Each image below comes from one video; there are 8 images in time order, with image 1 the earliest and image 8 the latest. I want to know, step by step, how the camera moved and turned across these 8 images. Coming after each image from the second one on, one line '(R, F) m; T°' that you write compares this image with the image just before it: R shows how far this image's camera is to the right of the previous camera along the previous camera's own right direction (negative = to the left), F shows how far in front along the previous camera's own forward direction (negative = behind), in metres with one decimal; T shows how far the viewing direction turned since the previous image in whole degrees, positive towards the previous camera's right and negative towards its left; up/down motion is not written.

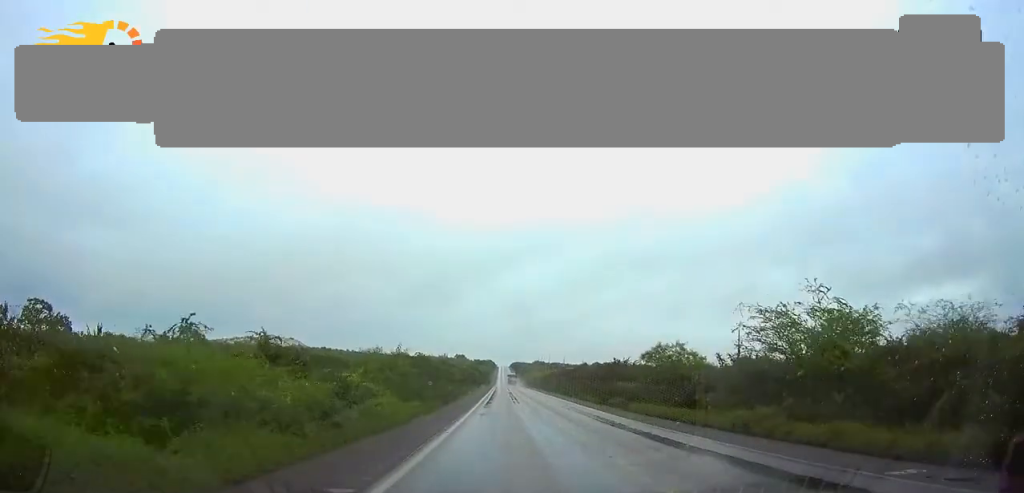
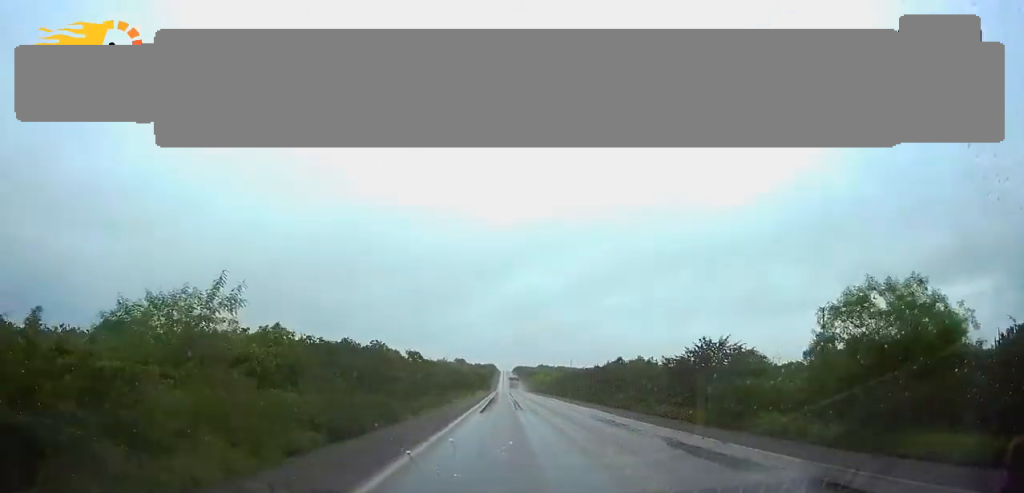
(0.0, +29.5) m; 0°
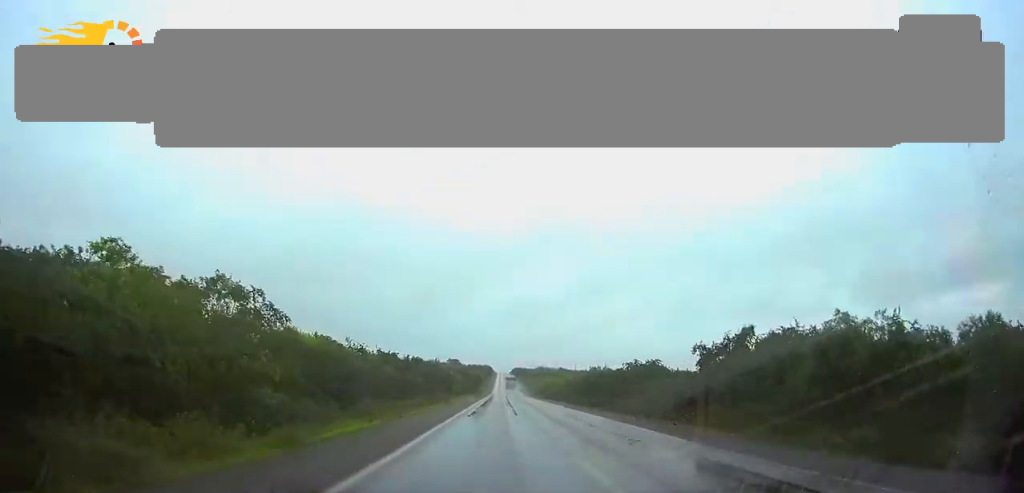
(-0.1, +39.7) m; 0°
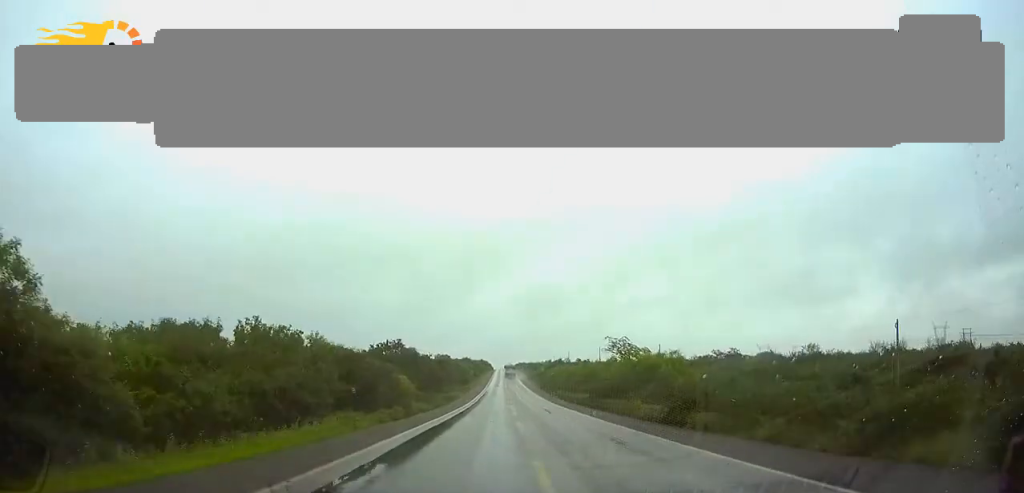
(+0.4, +83.6) m; 0°
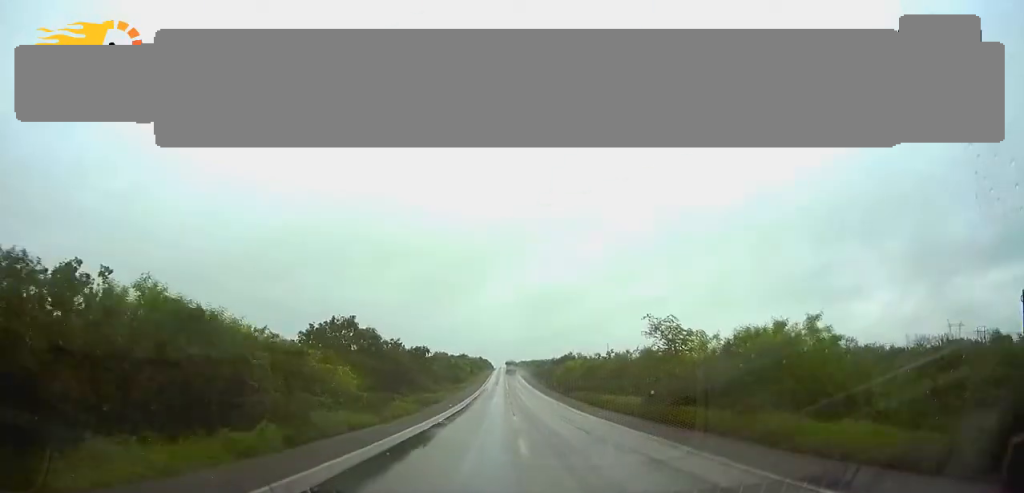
(-0.1, +19.3) m; 0°
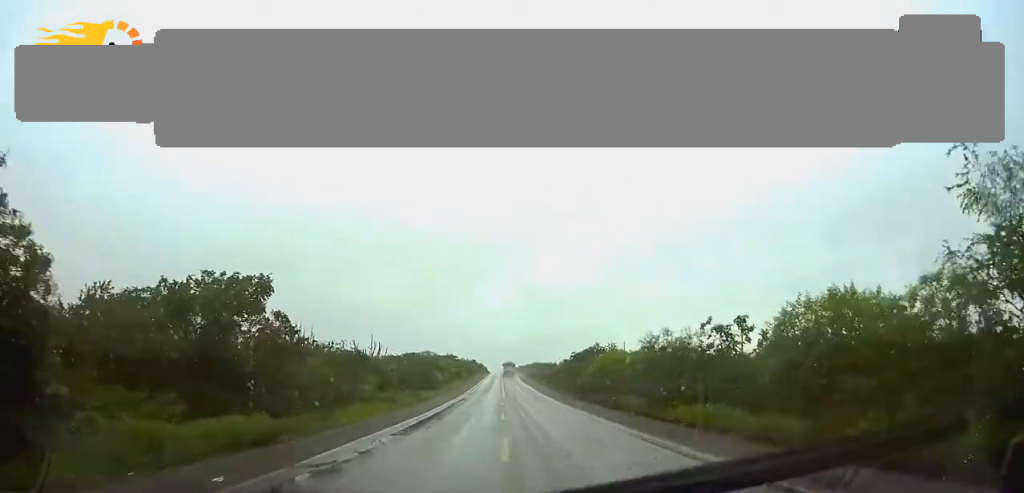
(0.0, +37.4) m; 0°
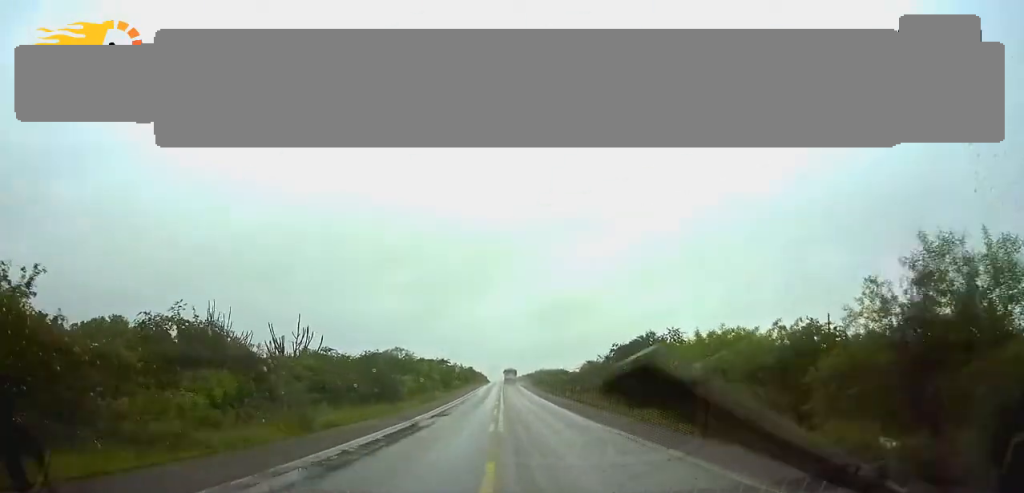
(0.0, +28.3) m; 0°
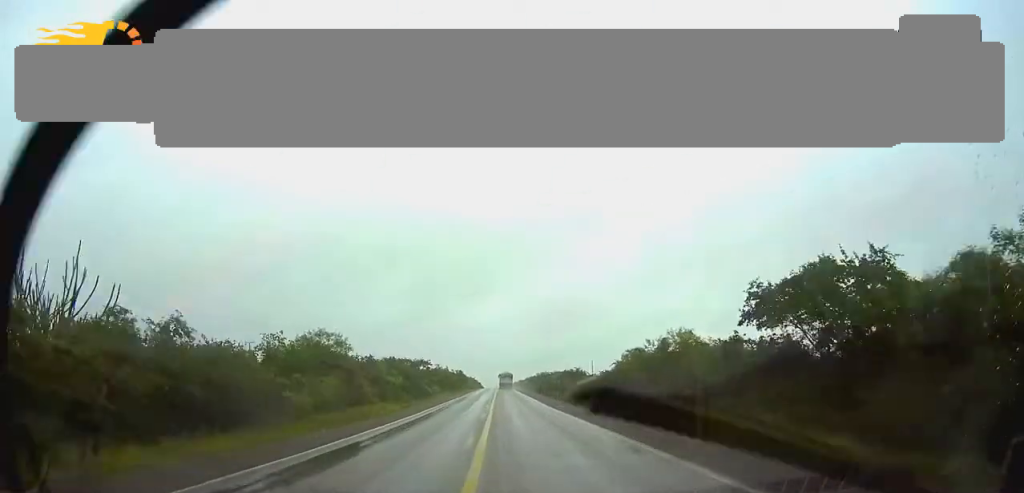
(0.0, +28.3) m; 0°
